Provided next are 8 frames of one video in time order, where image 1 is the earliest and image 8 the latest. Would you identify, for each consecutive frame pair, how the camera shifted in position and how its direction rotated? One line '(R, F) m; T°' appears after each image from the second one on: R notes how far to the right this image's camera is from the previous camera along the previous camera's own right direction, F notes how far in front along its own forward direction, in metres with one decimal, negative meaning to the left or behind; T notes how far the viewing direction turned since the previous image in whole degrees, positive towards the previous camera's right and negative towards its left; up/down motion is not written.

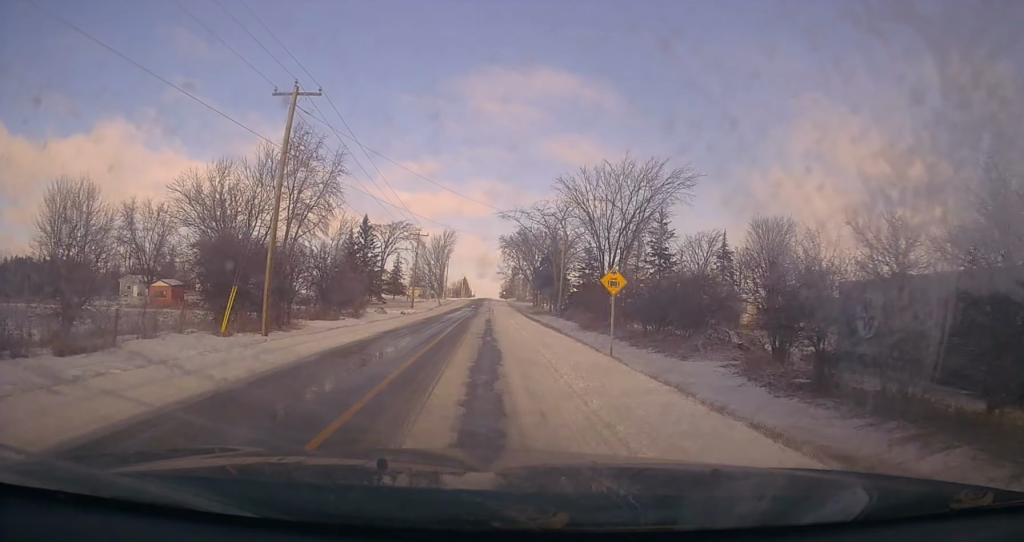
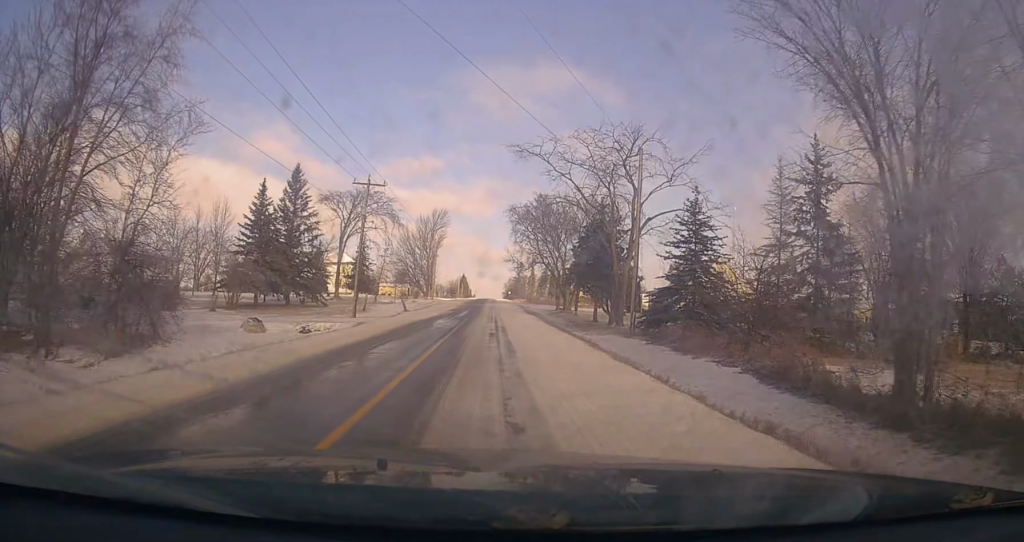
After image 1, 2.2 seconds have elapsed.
(0.0, +36.0) m; 0°
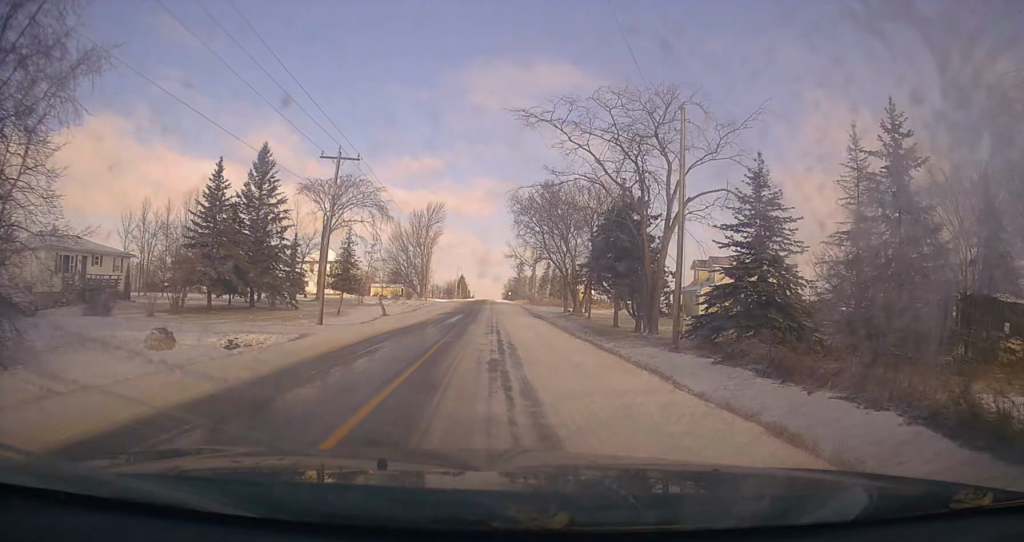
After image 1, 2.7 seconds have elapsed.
(-0.1, +8.9) m; 0°
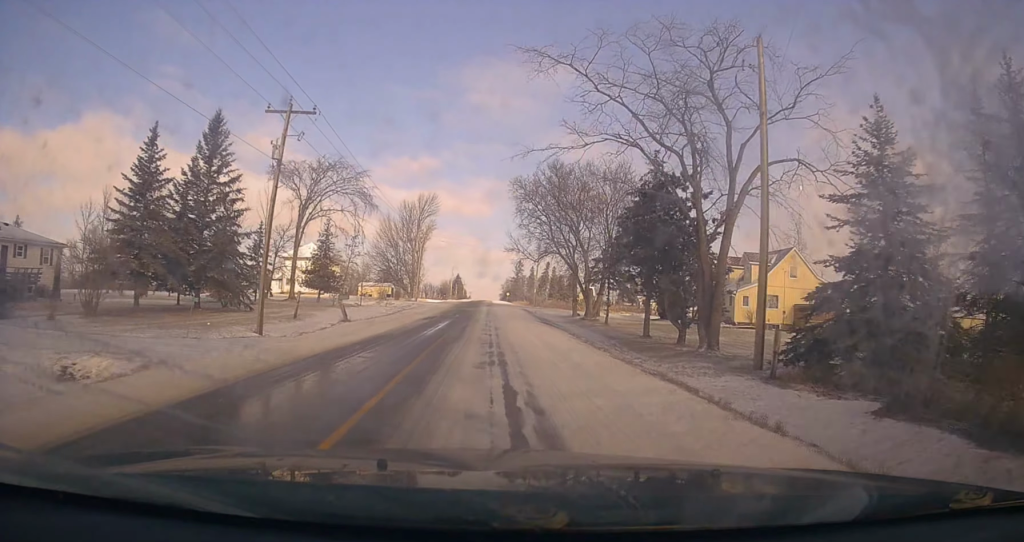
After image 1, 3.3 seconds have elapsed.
(+0.3, +9.0) m; 0°
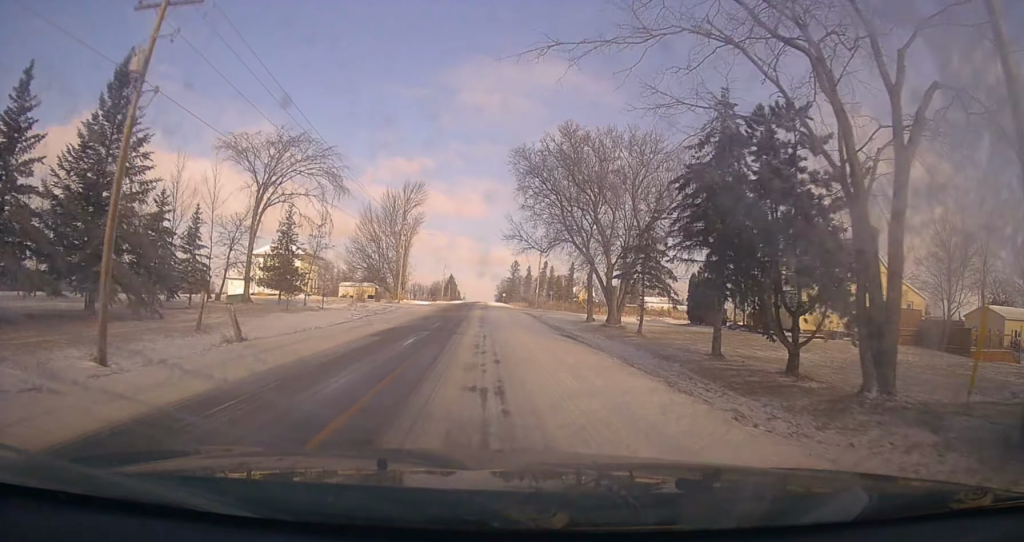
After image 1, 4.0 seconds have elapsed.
(-0.1, +11.8) m; 0°
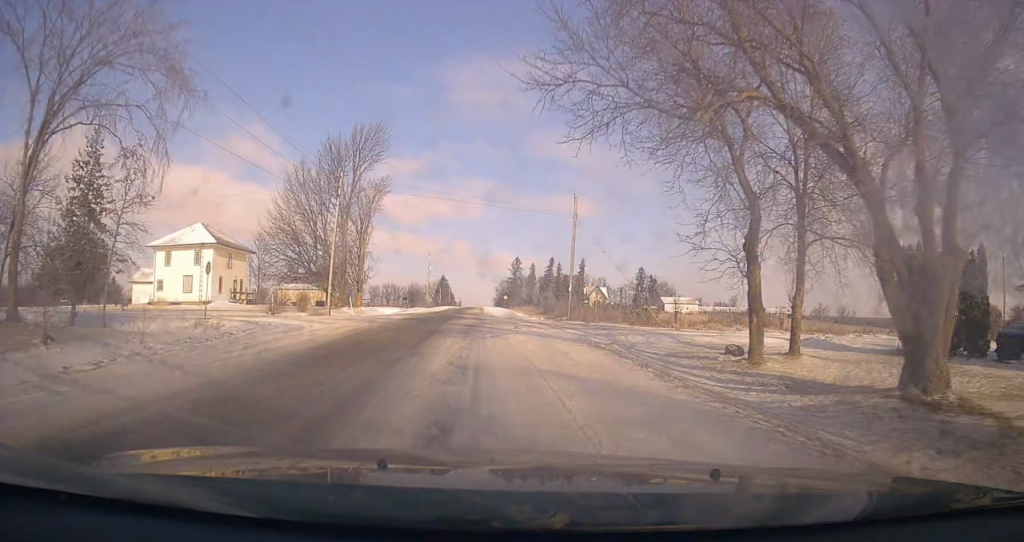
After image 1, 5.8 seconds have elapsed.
(+0.7, +31.0) m; +2°
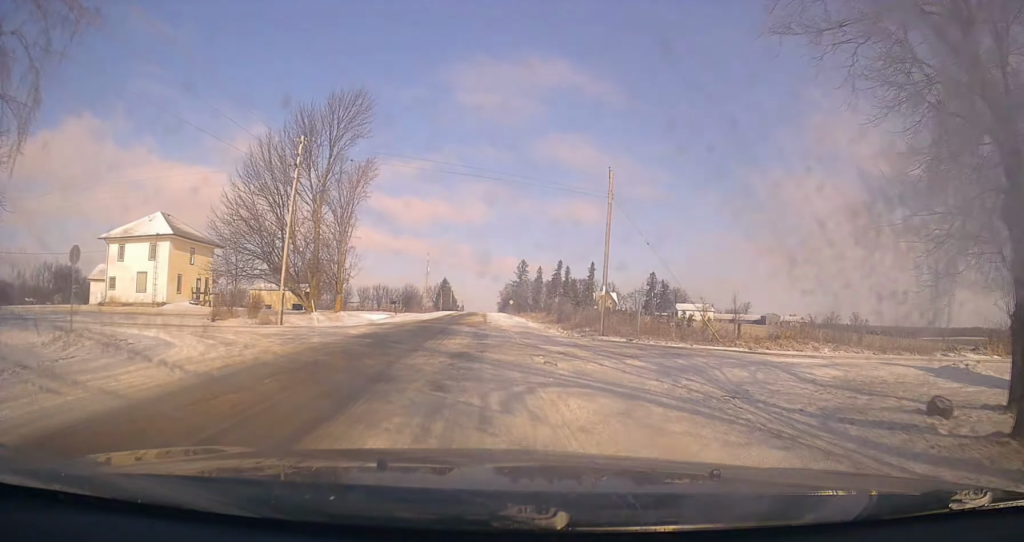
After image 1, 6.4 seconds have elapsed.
(-0.4, +10.7) m; 0°
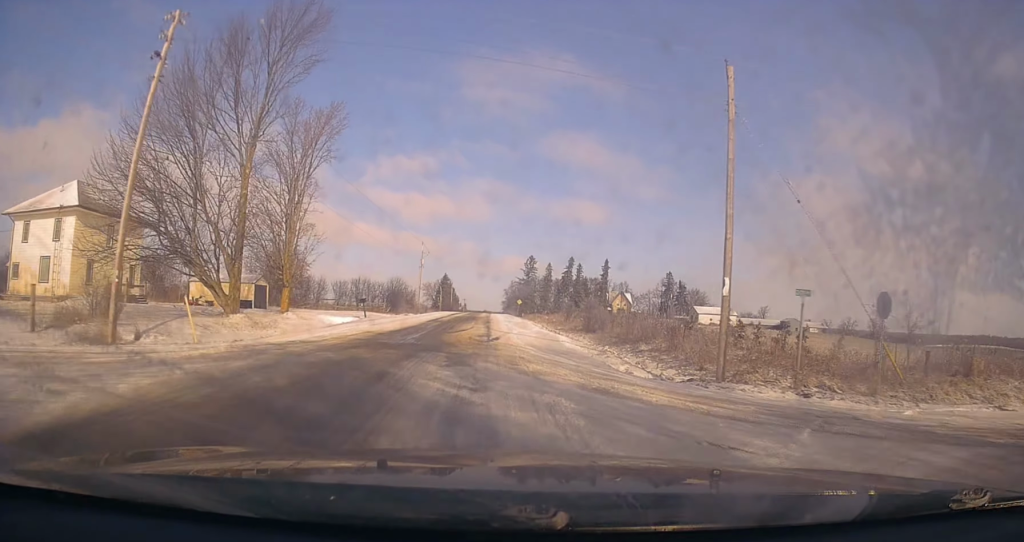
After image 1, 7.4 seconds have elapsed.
(+0.4, +15.3) m; 0°
